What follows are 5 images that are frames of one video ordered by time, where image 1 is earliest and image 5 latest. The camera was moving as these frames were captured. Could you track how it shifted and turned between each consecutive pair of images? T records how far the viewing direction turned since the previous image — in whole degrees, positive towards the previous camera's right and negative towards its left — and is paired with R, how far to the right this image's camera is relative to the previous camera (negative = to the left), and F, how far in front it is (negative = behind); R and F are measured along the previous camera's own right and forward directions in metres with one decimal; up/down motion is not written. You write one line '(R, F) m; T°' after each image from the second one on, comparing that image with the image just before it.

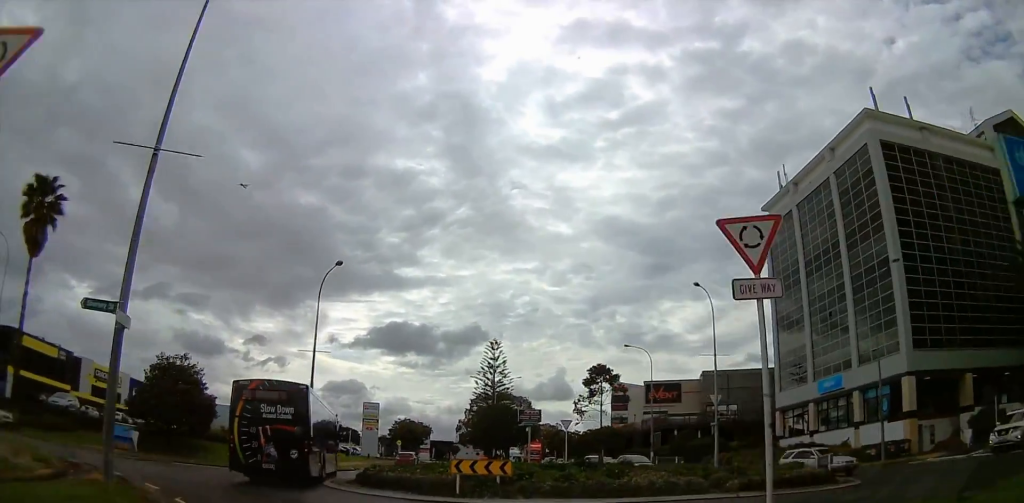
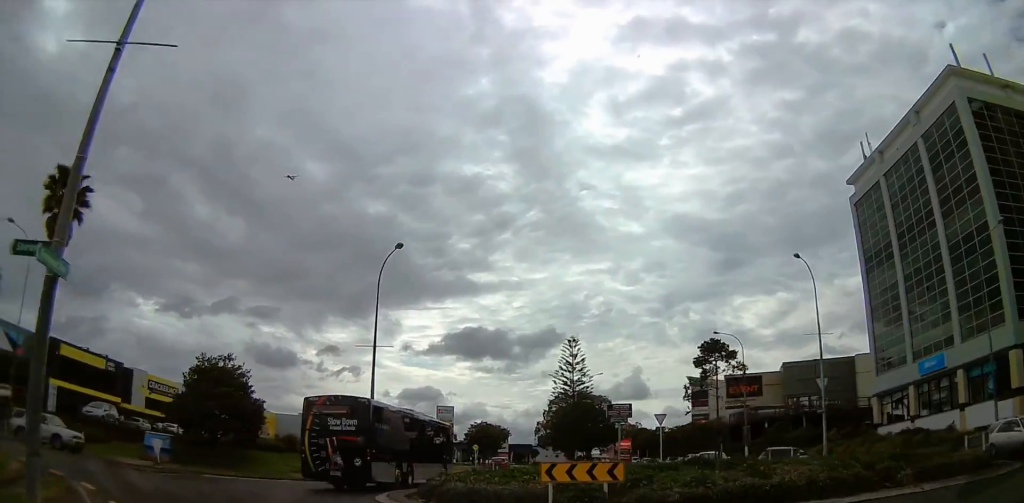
(-0.4, +4.2) m; -18°
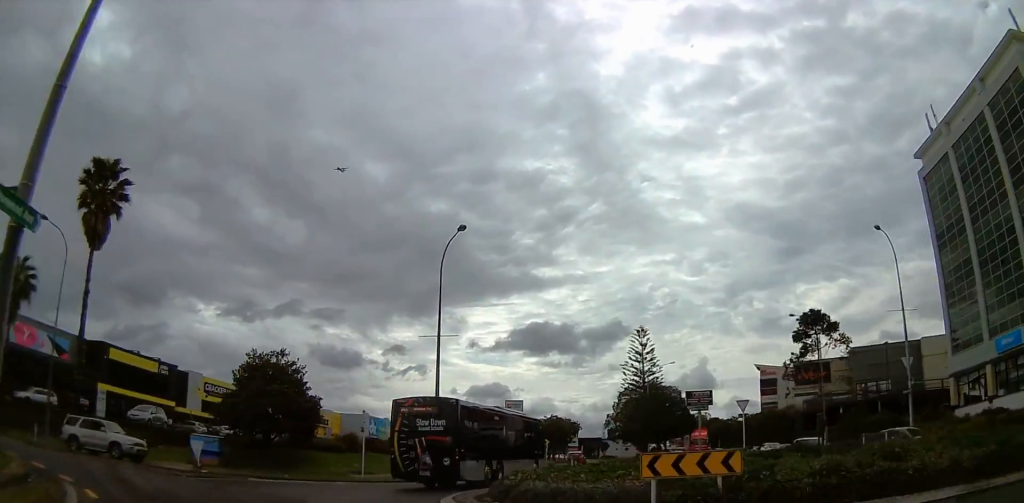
(-0.3, +2.1) m; -8°
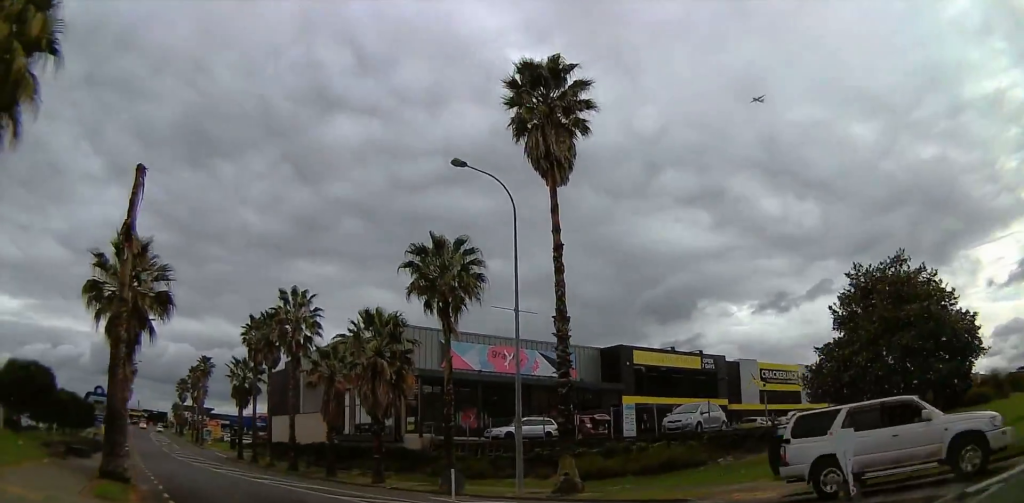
(-4.4, +12.5) m; -38°
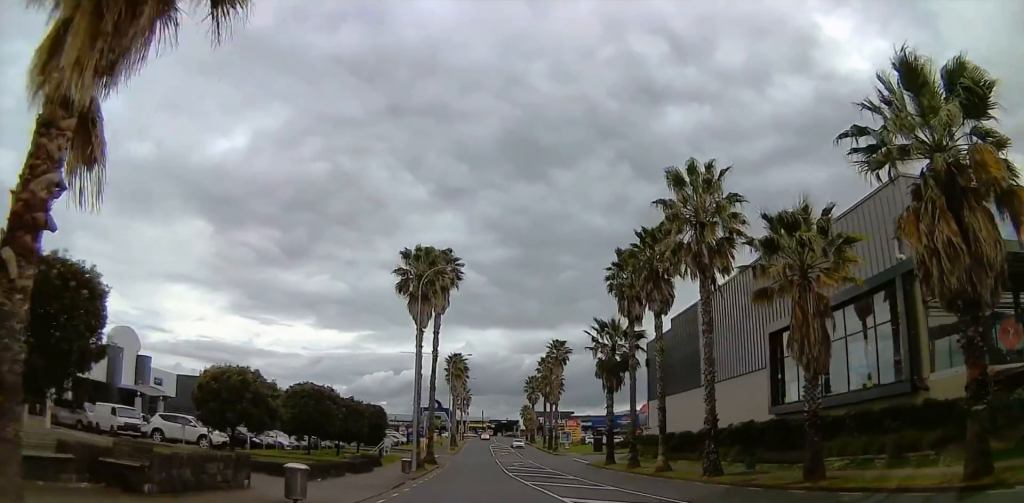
(-8.1, +18.2) m; -37°
